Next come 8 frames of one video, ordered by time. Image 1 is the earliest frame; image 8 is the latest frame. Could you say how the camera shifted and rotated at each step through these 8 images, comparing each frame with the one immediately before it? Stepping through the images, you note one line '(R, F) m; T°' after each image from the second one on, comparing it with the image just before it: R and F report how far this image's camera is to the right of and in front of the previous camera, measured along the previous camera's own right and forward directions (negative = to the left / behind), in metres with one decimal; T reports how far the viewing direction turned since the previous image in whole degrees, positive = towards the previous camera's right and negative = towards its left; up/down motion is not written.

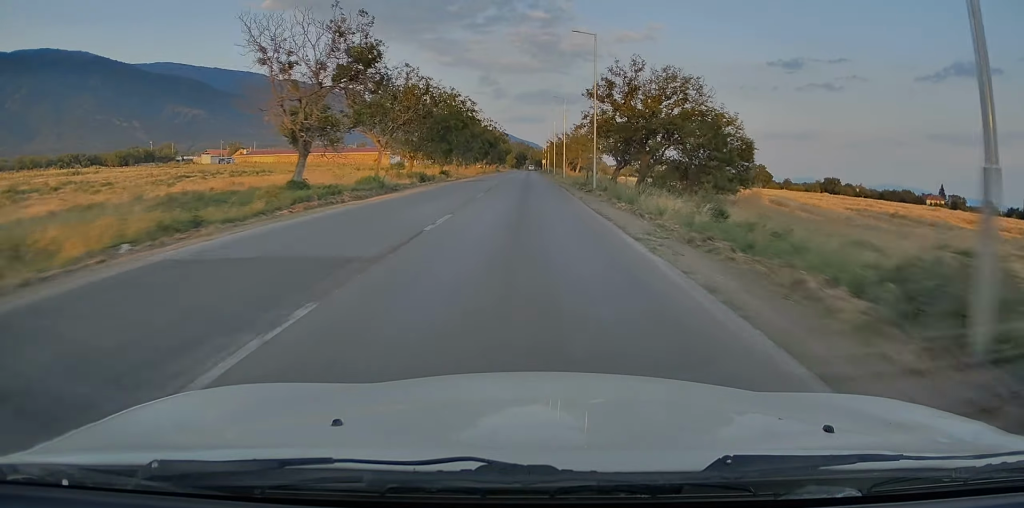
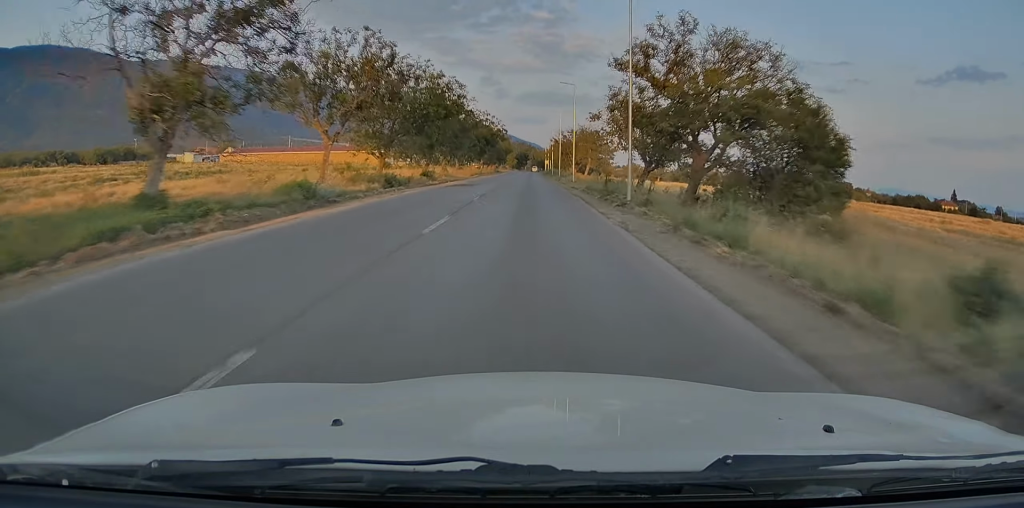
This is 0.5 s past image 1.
(+0.3, +11.3) m; 0°
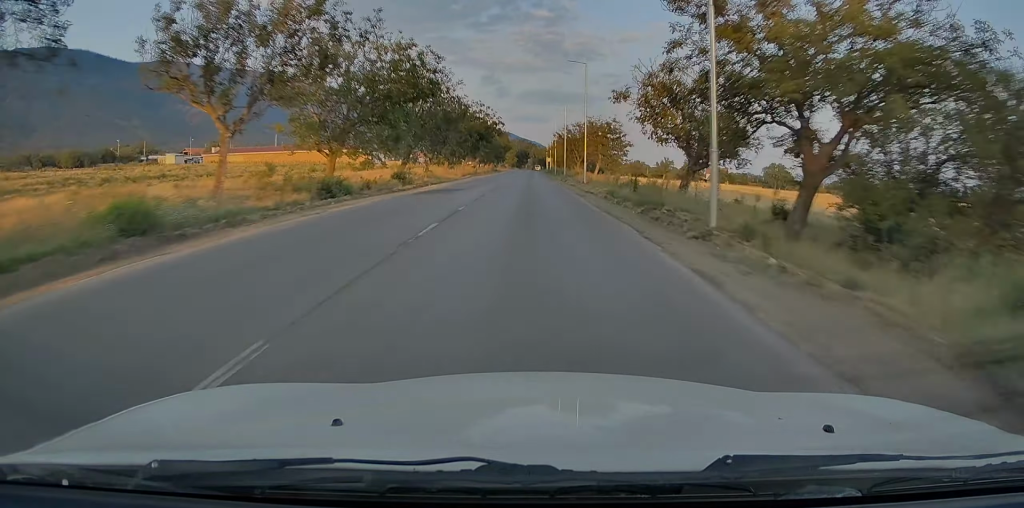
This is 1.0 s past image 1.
(+0.1, +10.6) m; 0°
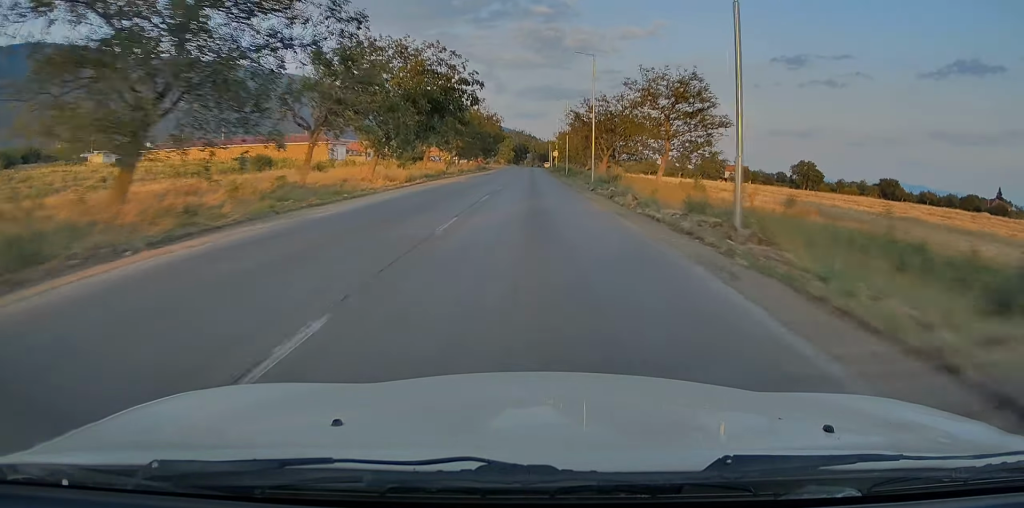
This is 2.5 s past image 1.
(-0.7, +31.9) m; -1°
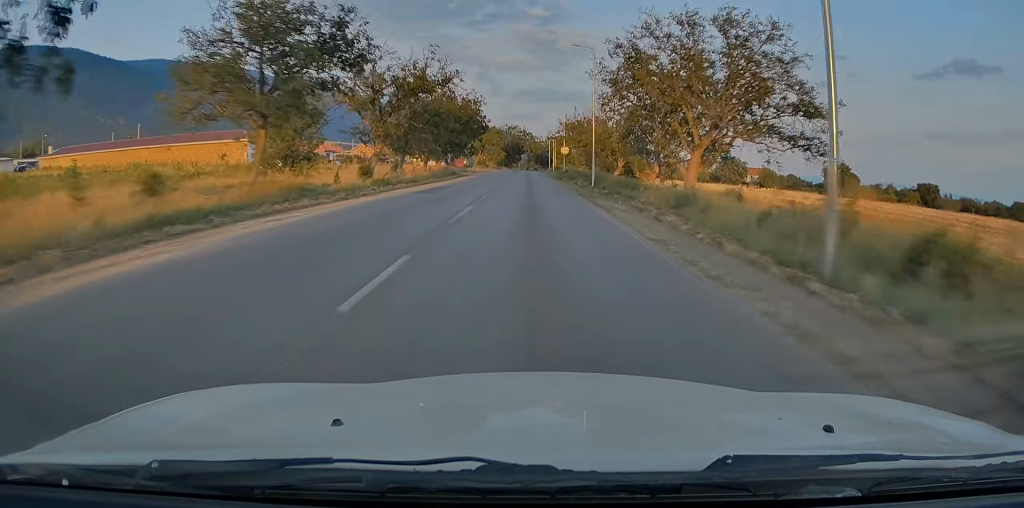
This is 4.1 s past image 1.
(+0.4, +32.8) m; 0°
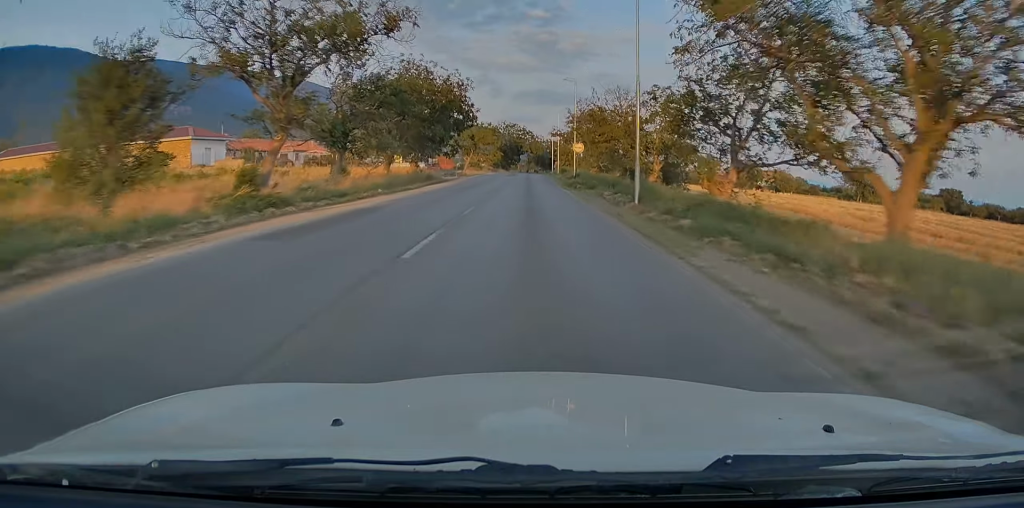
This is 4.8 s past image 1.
(-0.3, +15.1) m; 0°
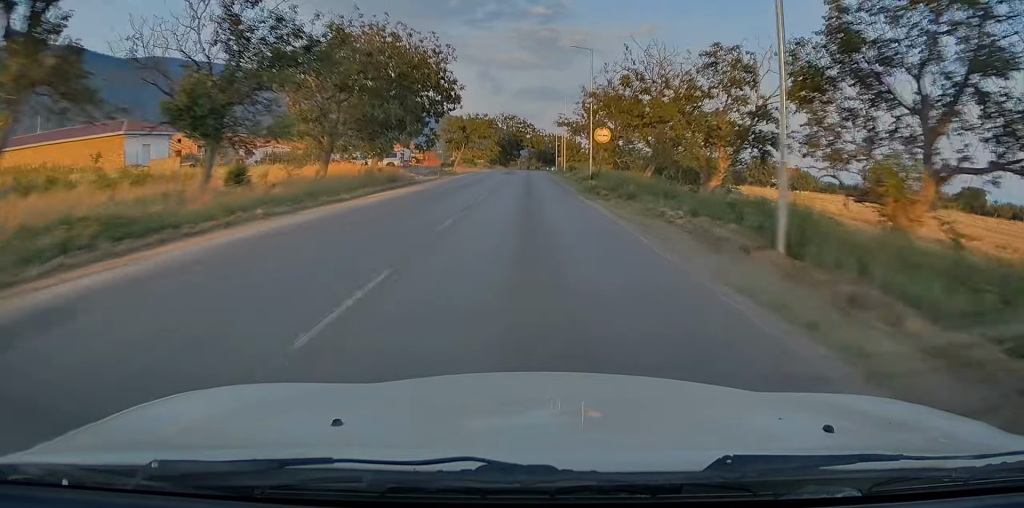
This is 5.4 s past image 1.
(+0.1, +13.1) m; 0°
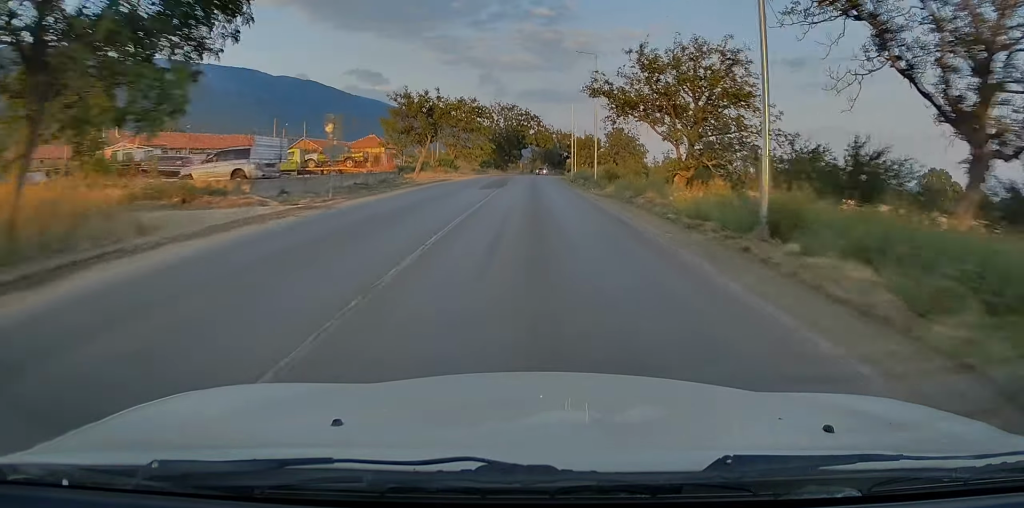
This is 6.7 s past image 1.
(-0.1, +29.0) m; 0°
